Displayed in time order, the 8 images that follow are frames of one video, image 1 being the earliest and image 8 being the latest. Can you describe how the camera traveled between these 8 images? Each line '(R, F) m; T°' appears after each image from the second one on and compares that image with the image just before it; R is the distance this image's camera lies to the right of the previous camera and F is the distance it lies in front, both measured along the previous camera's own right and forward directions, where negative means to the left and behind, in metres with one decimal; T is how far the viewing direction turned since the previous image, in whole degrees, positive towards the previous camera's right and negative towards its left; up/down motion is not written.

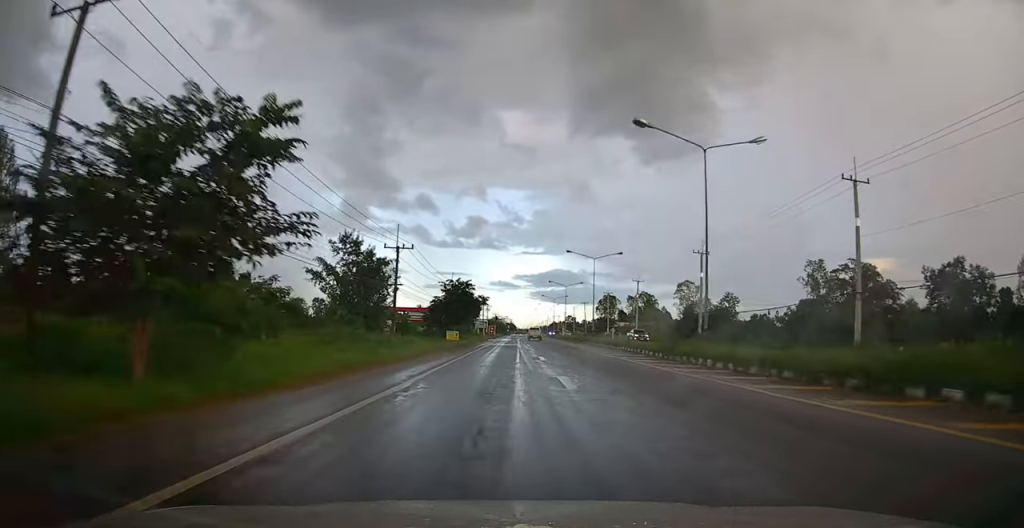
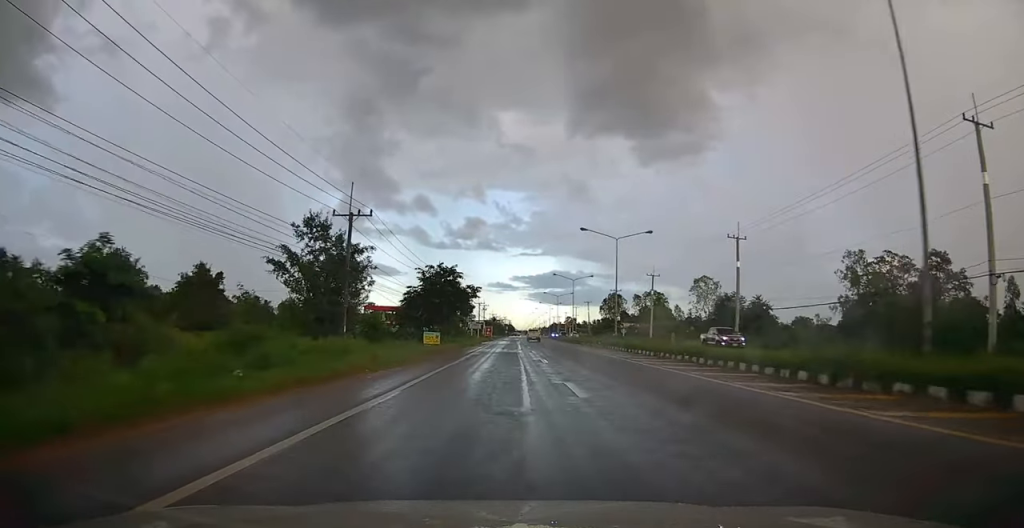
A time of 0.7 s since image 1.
(0.0, +13.3) m; 0°
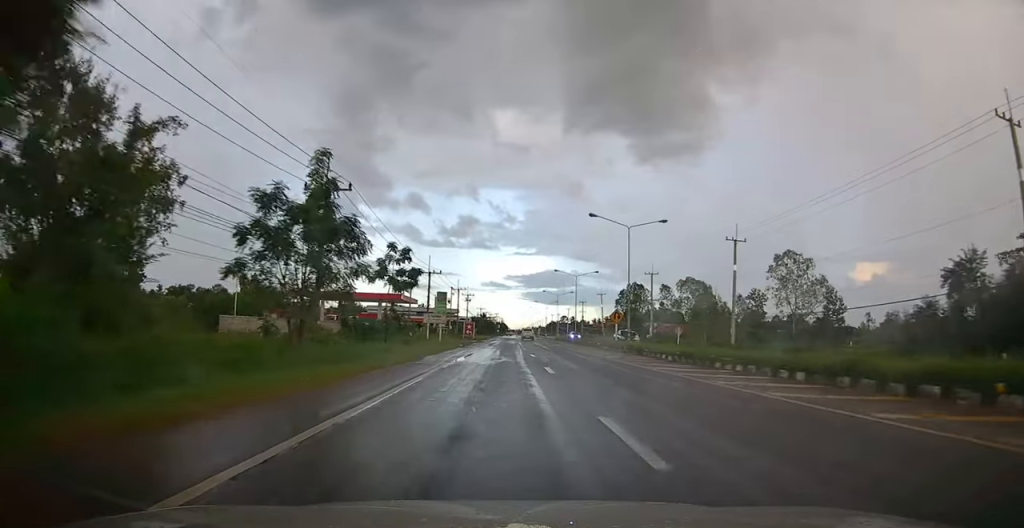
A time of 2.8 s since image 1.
(+0.7, +41.1) m; +2°
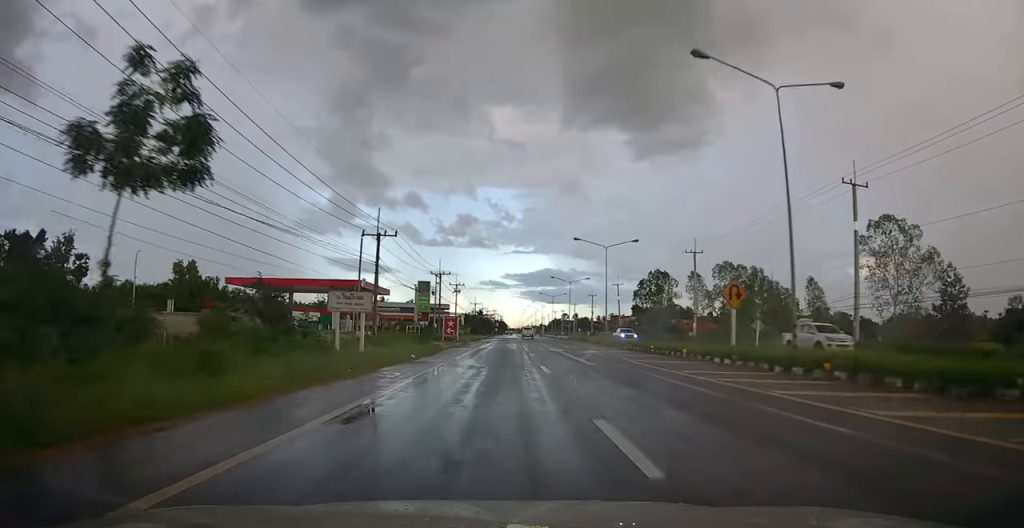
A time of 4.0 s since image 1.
(-0.2, +24.3) m; 0°
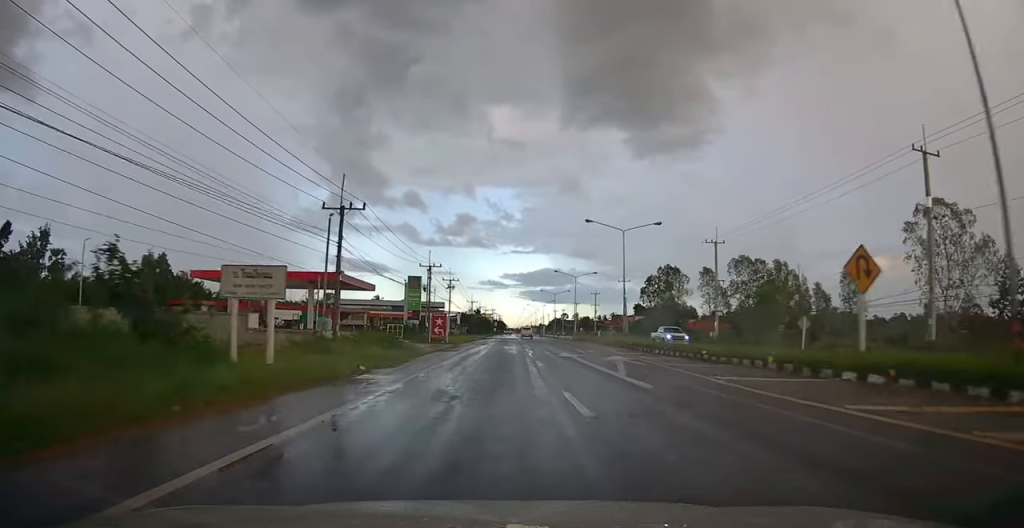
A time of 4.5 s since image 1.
(0.0, +8.5) m; 0°
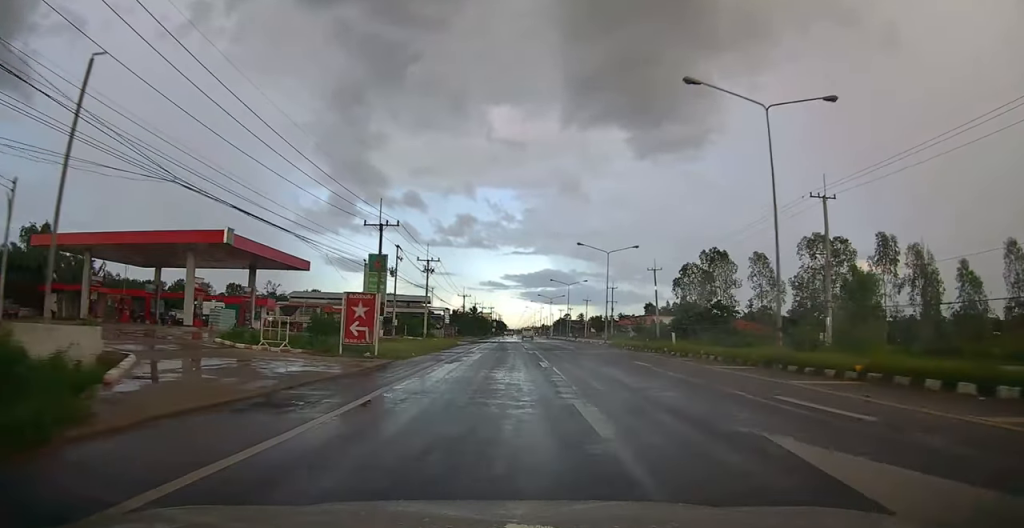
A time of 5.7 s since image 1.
(+0.2, +25.3) m; -1°
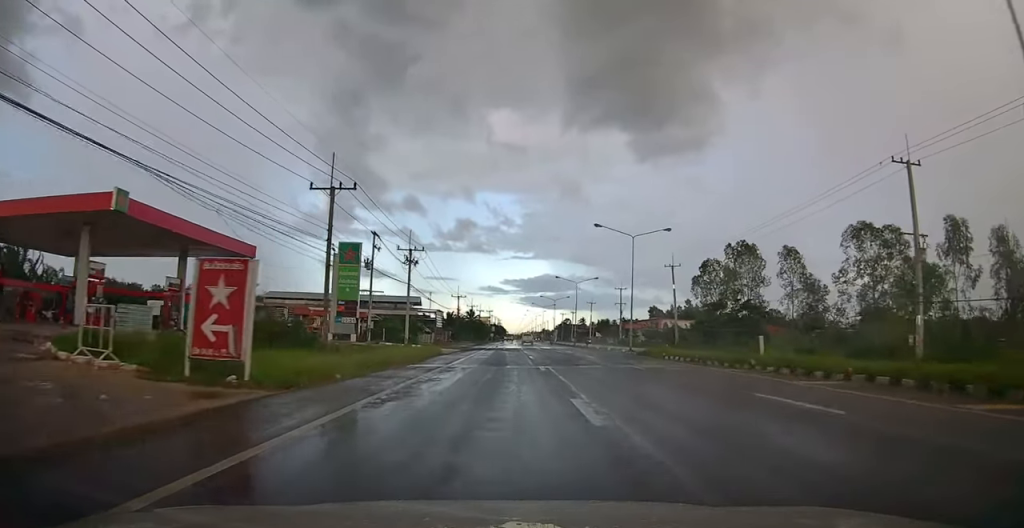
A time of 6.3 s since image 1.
(-0.2, +11.1) m; -1°
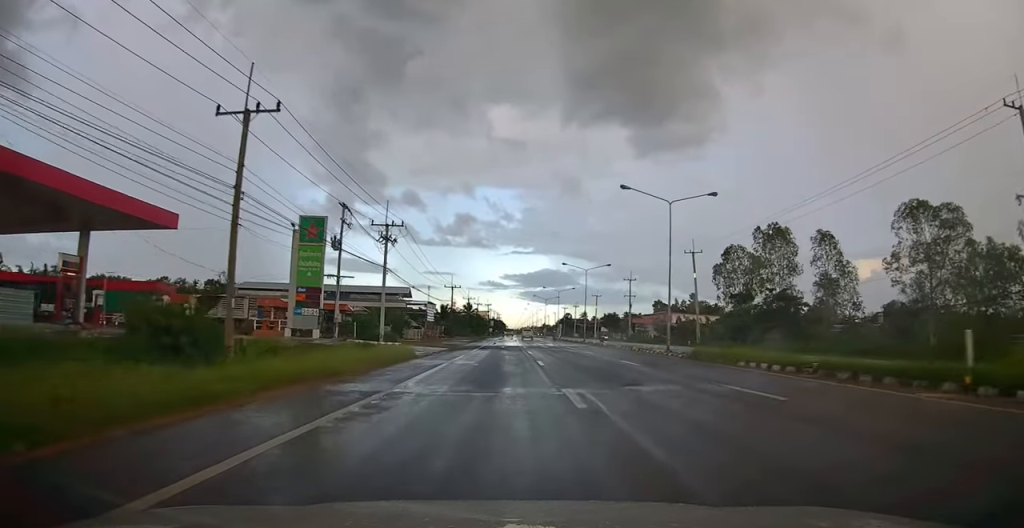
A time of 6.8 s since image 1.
(0.0, +10.1) m; 0°
